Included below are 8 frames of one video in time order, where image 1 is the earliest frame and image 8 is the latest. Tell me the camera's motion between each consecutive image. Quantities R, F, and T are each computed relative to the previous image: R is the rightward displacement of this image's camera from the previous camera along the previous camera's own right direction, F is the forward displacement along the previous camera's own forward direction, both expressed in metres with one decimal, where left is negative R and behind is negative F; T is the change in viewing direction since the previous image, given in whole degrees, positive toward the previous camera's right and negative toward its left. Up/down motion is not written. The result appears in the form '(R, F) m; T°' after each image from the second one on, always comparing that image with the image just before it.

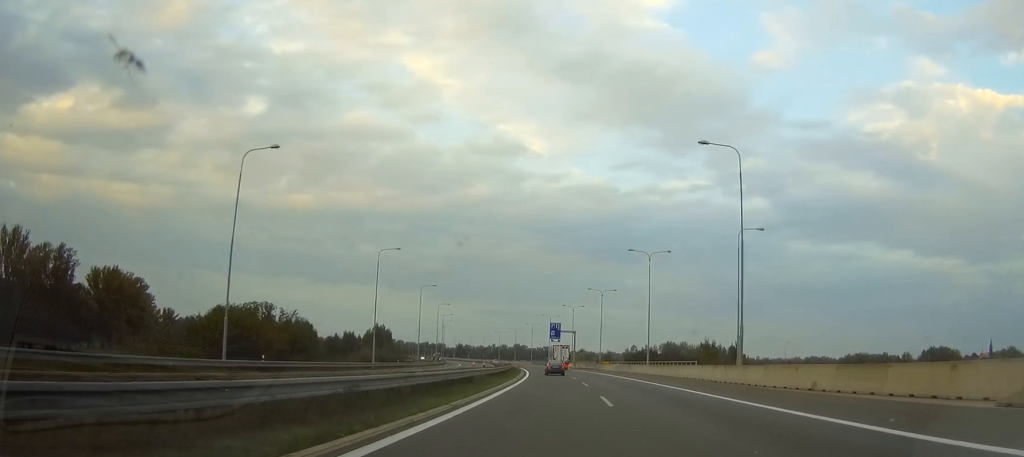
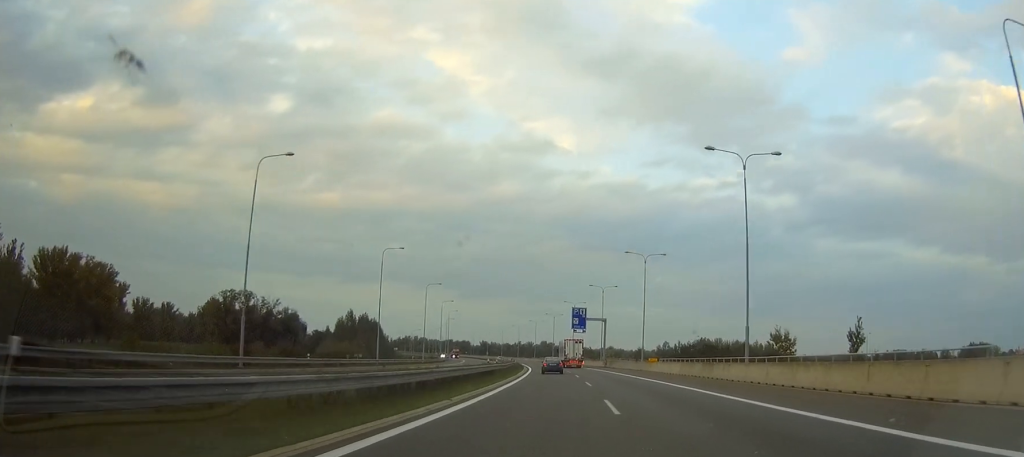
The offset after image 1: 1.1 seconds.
(-0.2, +39.3) m; -1°
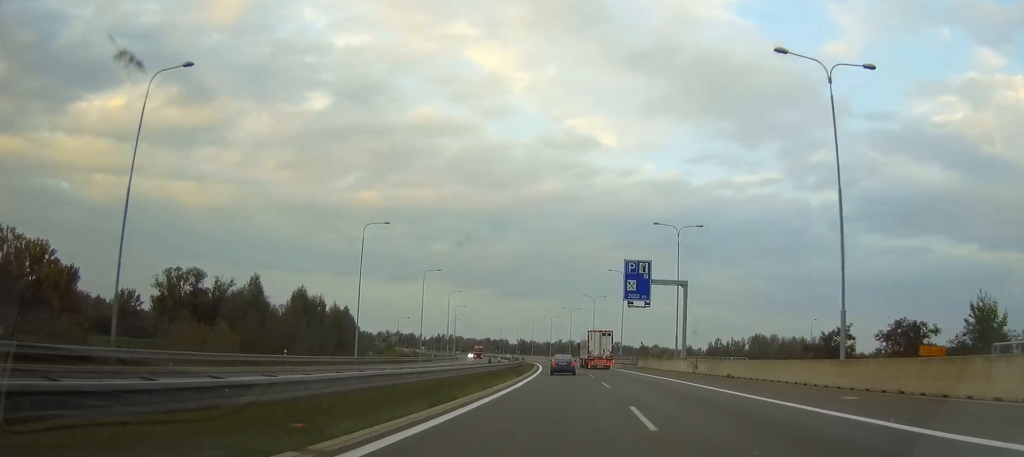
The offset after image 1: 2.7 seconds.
(-1.6, +57.7) m; -3°
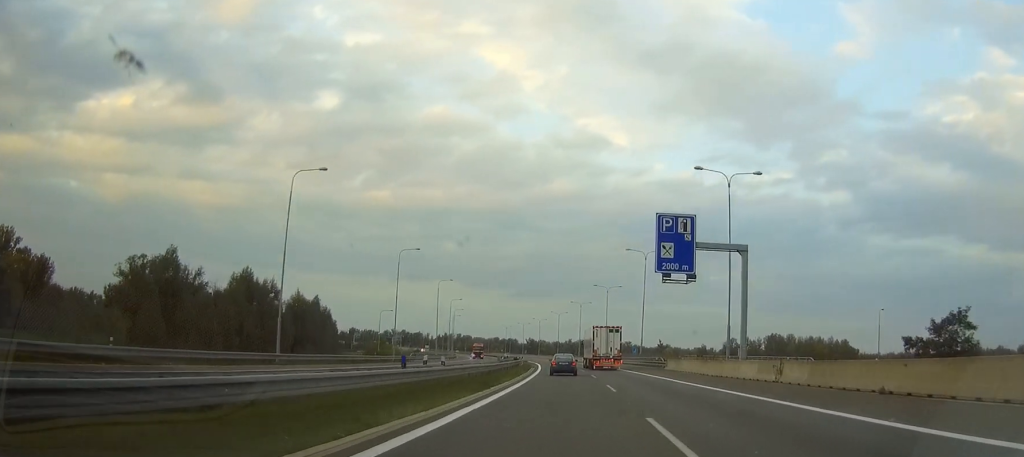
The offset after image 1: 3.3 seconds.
(-0.2, +21.5) m; -1°
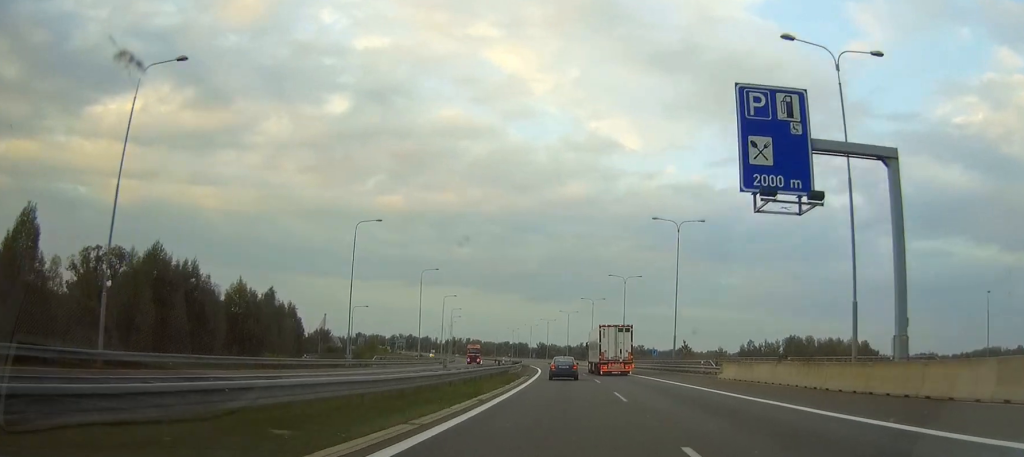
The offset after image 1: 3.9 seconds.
(-0.2, +22.8) m; -1°
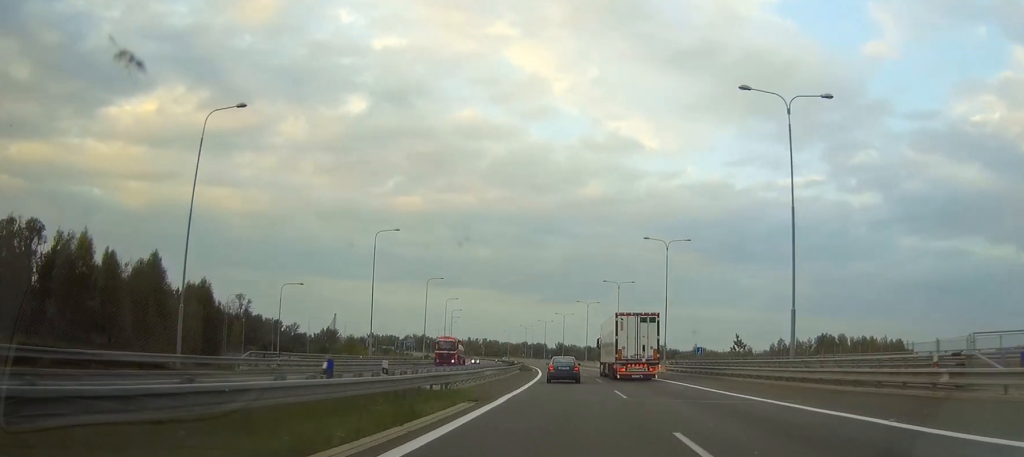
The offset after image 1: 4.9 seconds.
(-0.6, +34.8) m; -2°
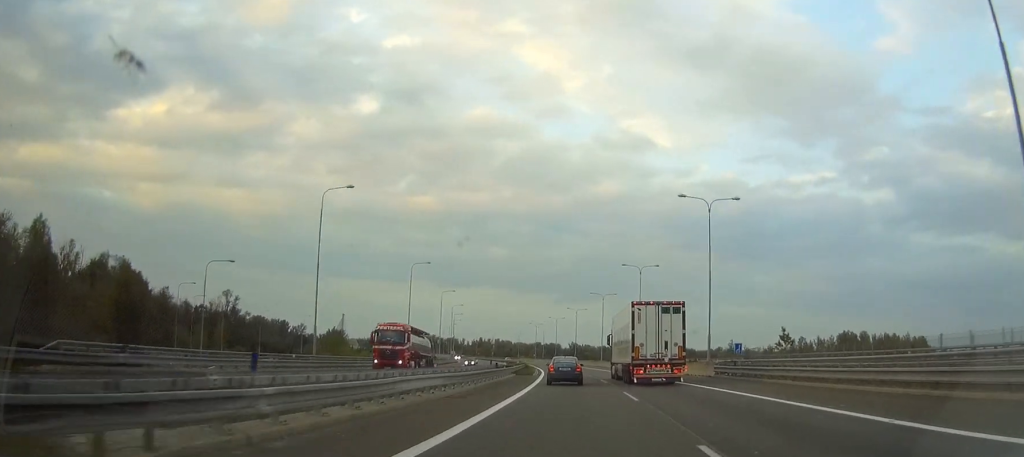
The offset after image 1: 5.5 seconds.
(-0.2, +19.8) m; -1°
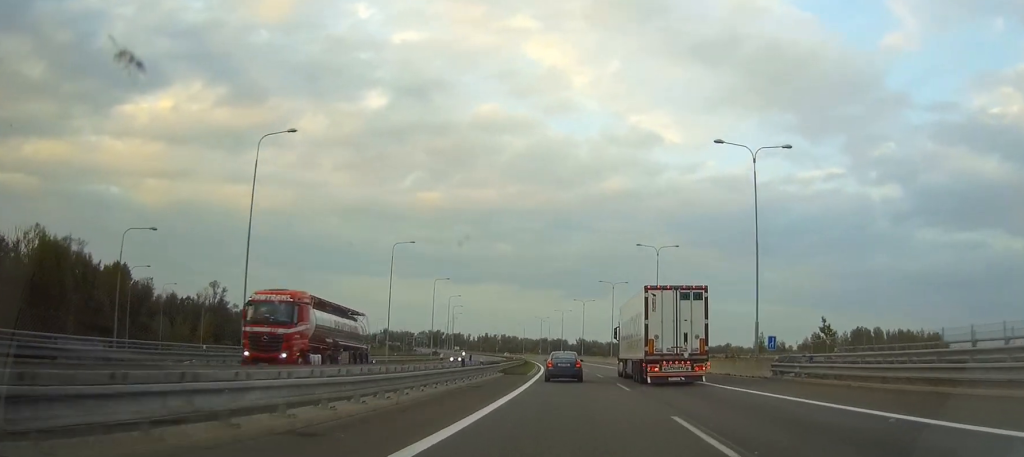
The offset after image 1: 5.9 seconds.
(0.0, +13.9) m; -1°
